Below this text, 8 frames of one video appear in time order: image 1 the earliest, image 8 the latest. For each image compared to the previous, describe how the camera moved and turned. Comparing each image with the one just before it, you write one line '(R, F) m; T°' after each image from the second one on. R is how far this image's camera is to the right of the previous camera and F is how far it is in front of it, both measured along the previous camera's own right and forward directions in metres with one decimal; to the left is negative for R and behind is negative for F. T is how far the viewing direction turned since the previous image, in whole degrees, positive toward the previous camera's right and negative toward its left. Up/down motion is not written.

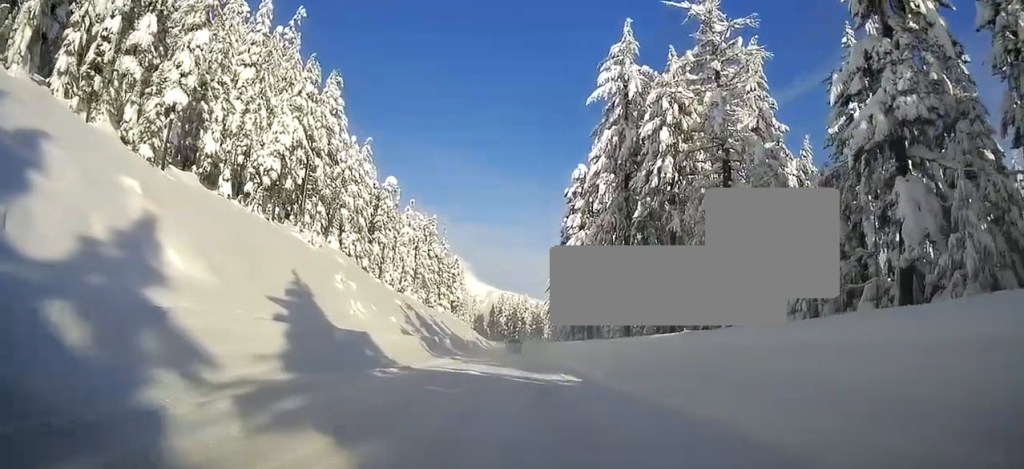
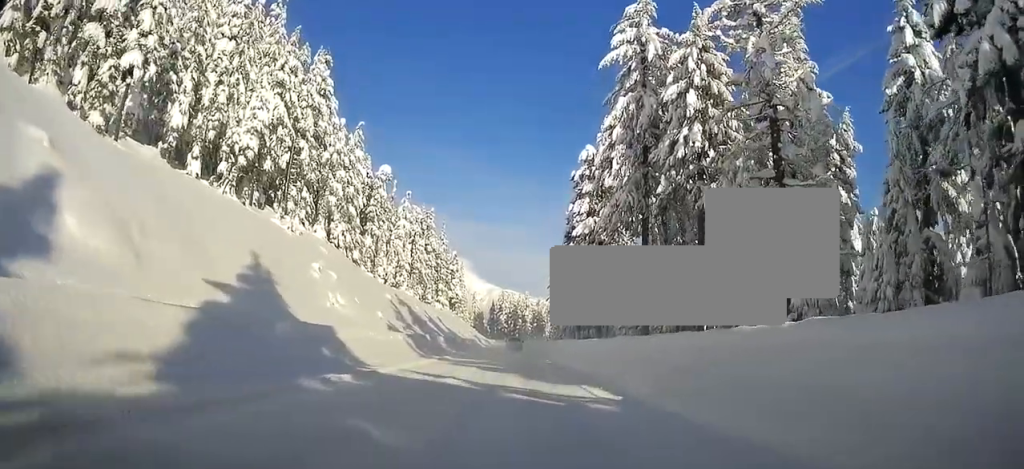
(0.0, +7.6) m; -2°
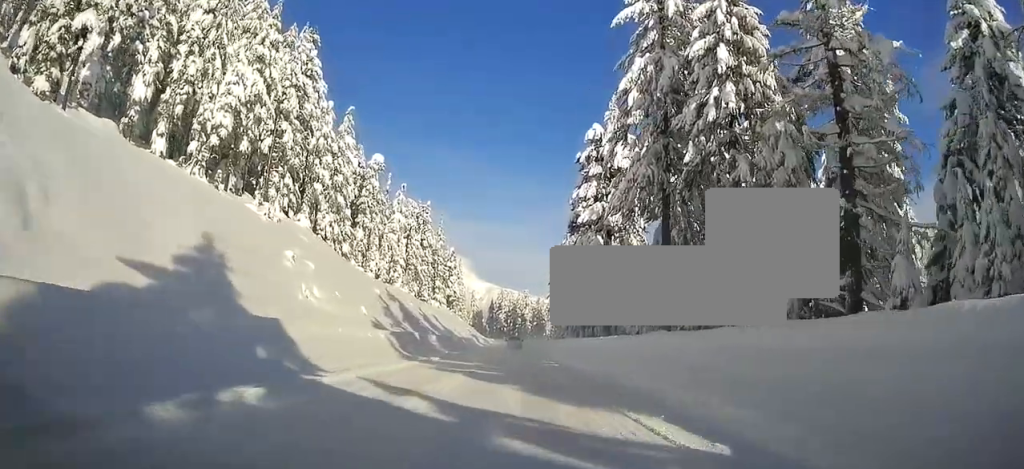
(-0.2, +6.8) m; 0°
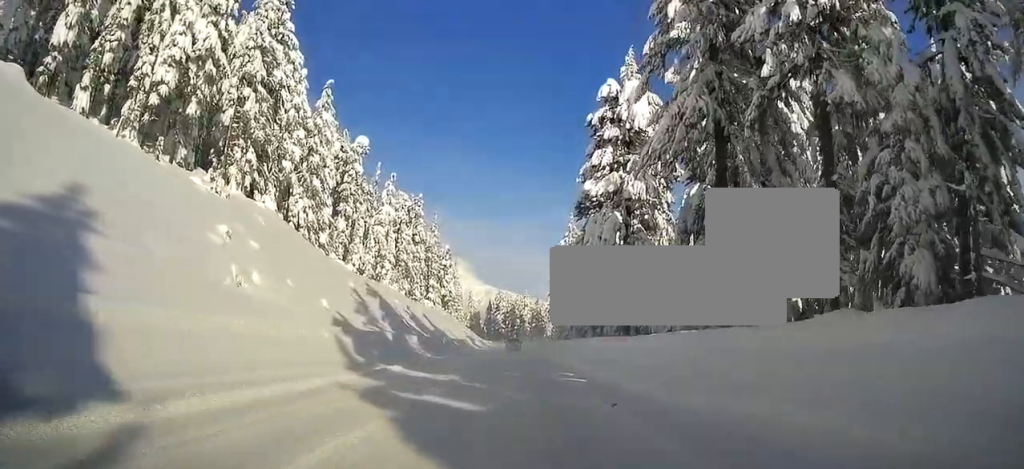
(-0.2, +11.6) m; +1°
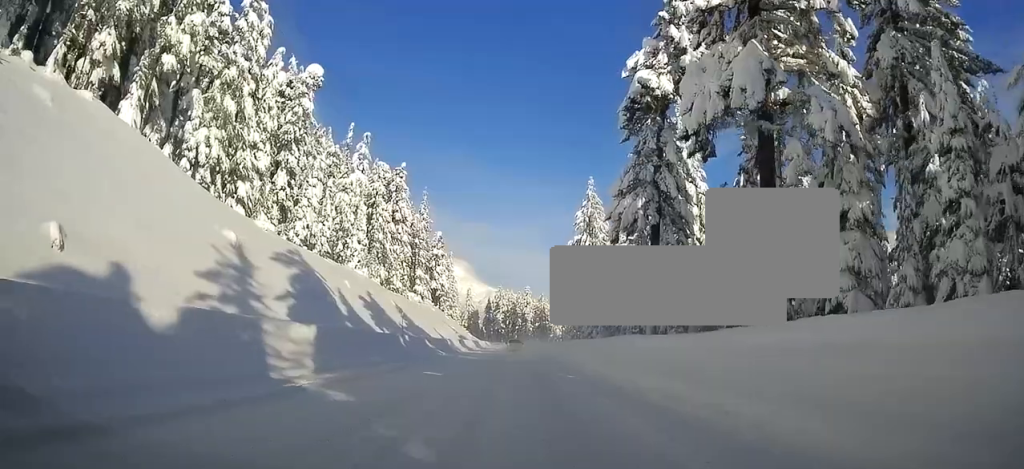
(+1.2, +29.5) m; +2°
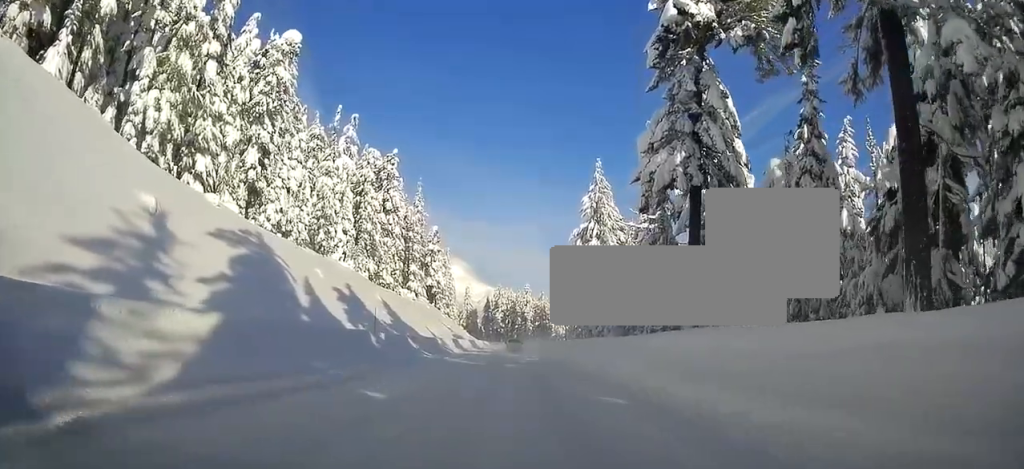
(-0.2, +9.4) m; -1°
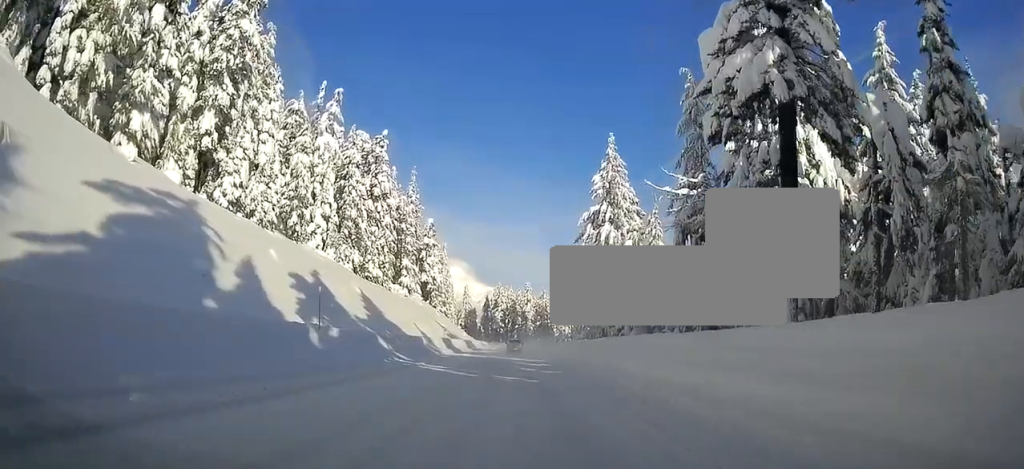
(-0.1, +11.4) m; -1°
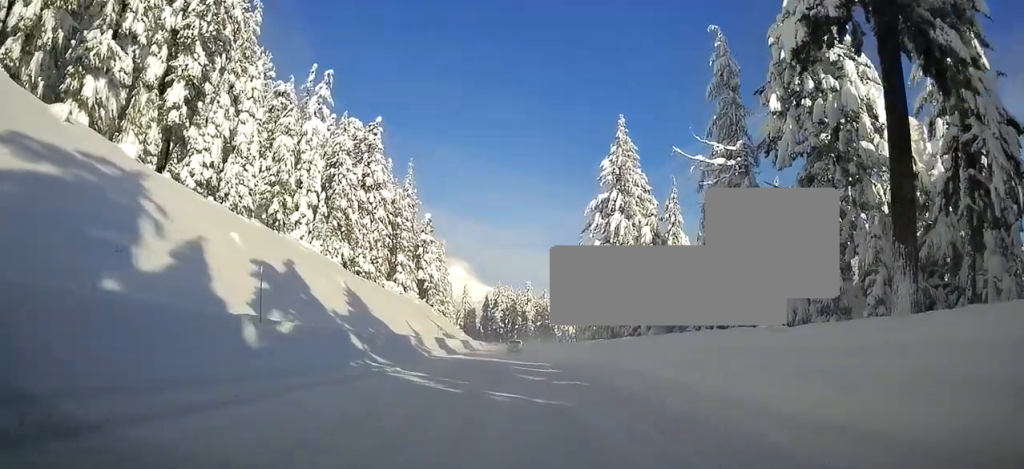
(0.0, +6.7) m; -1°
